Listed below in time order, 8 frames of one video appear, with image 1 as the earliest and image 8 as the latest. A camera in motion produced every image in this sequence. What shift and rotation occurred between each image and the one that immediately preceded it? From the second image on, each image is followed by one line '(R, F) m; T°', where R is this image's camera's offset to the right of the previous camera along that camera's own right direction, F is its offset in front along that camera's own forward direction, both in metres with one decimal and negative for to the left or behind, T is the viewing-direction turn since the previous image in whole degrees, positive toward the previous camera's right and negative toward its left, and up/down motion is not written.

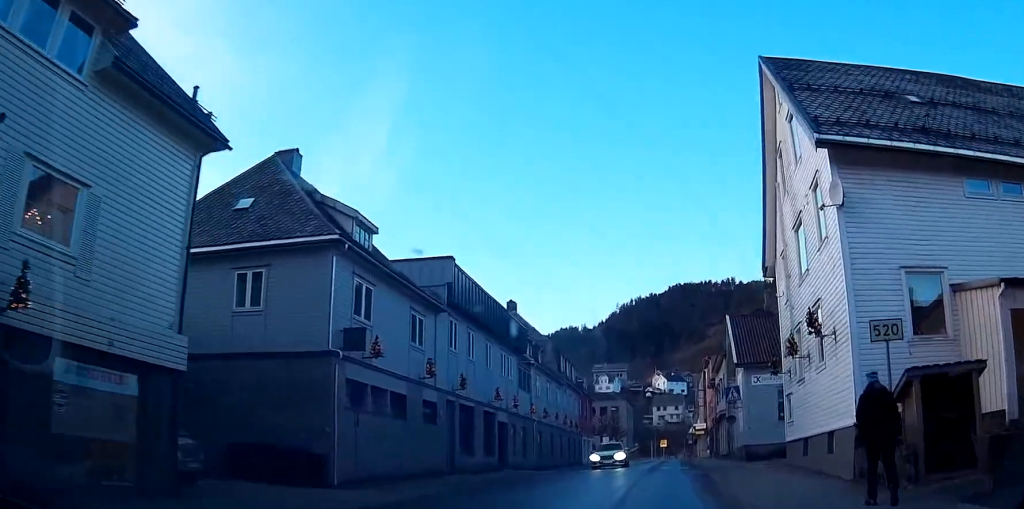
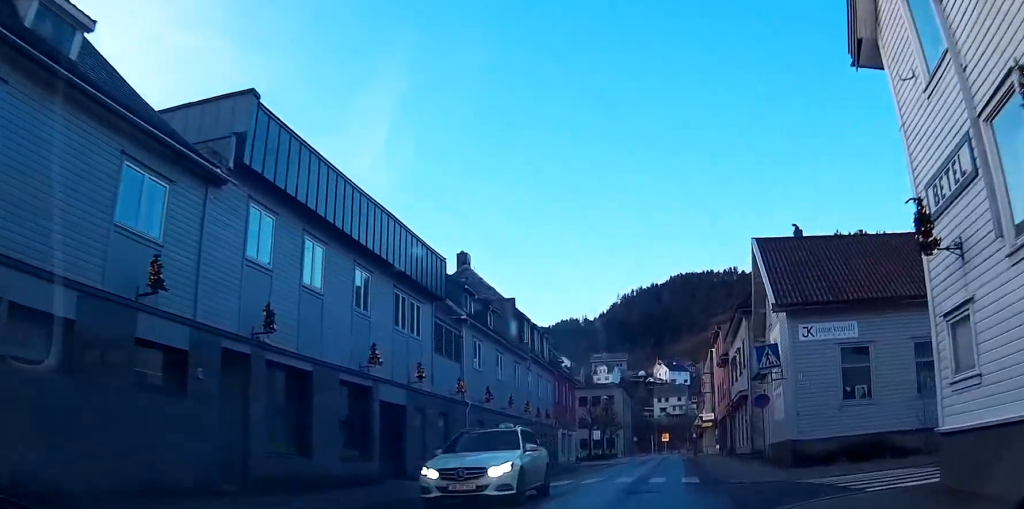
(-0.1, +16.1) m; -2°
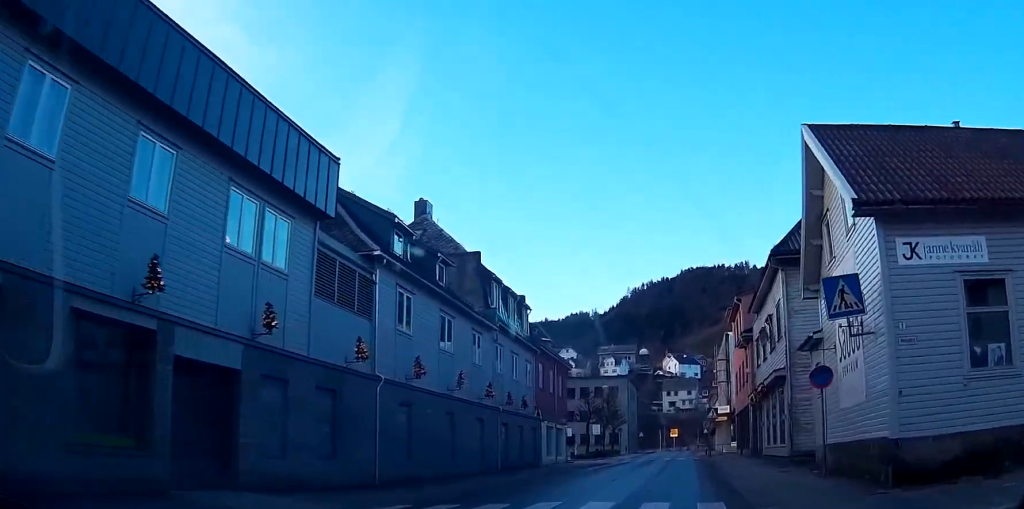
(-0.2, +11.0) m; -1°
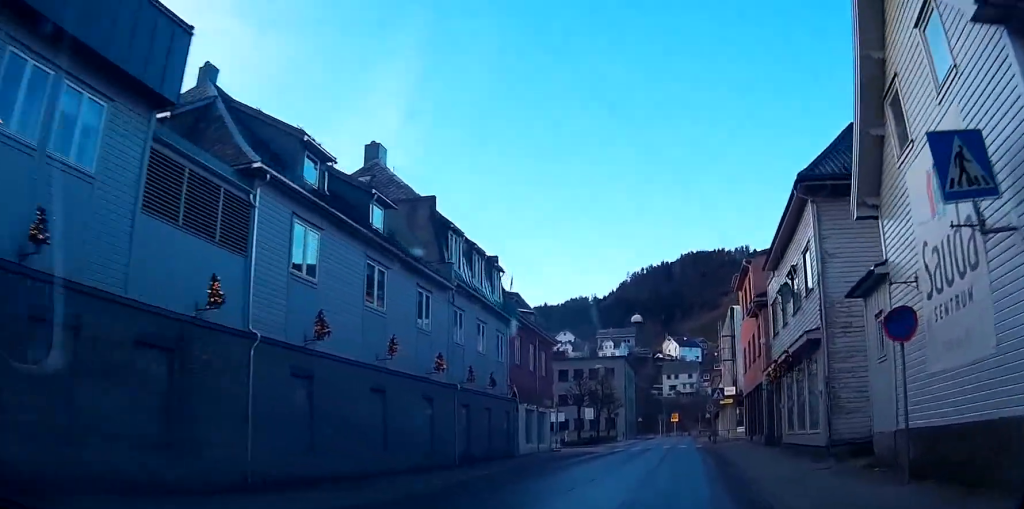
(0.0, +7.2) m; 0°
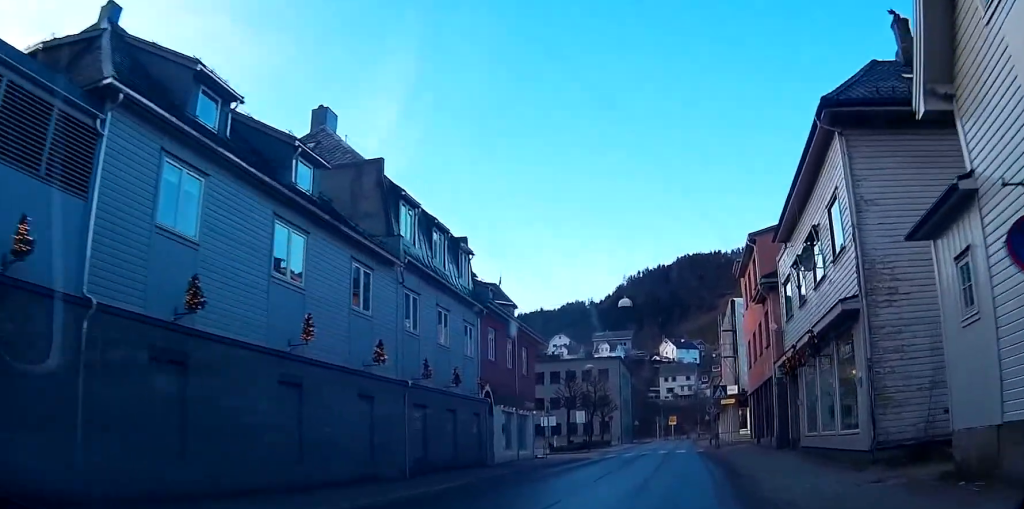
(0.0, +5.2) m; 0°
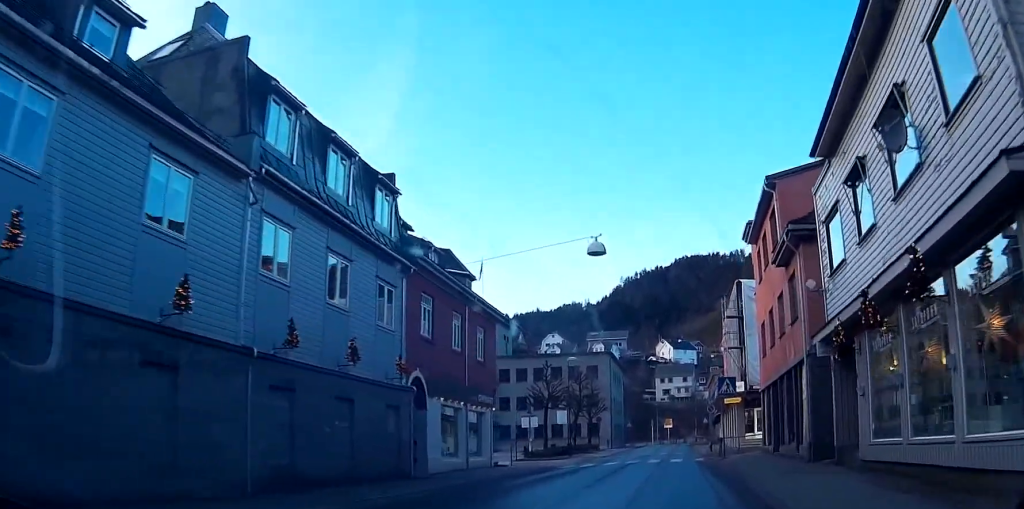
(0.0, +9.1) m; +1°
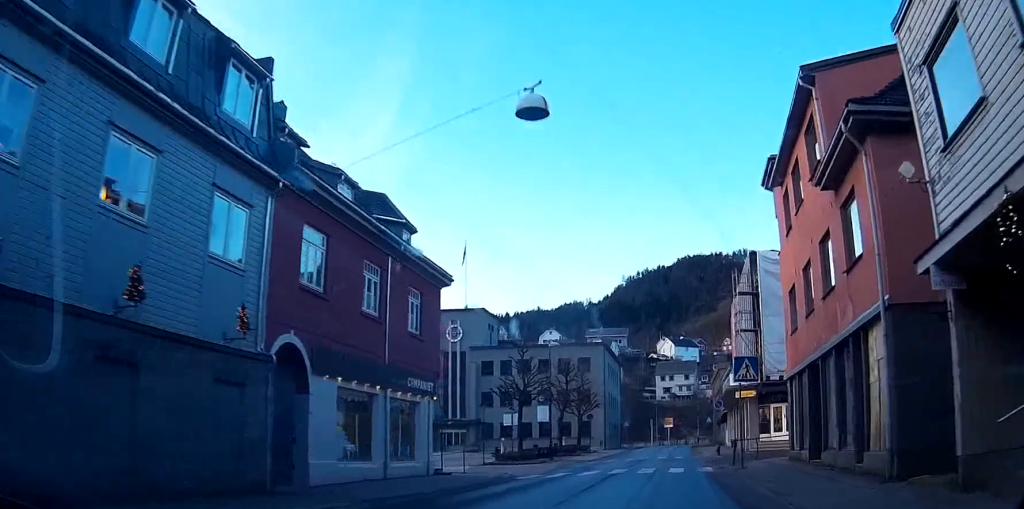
(+0.1, +9.2) m; 0°
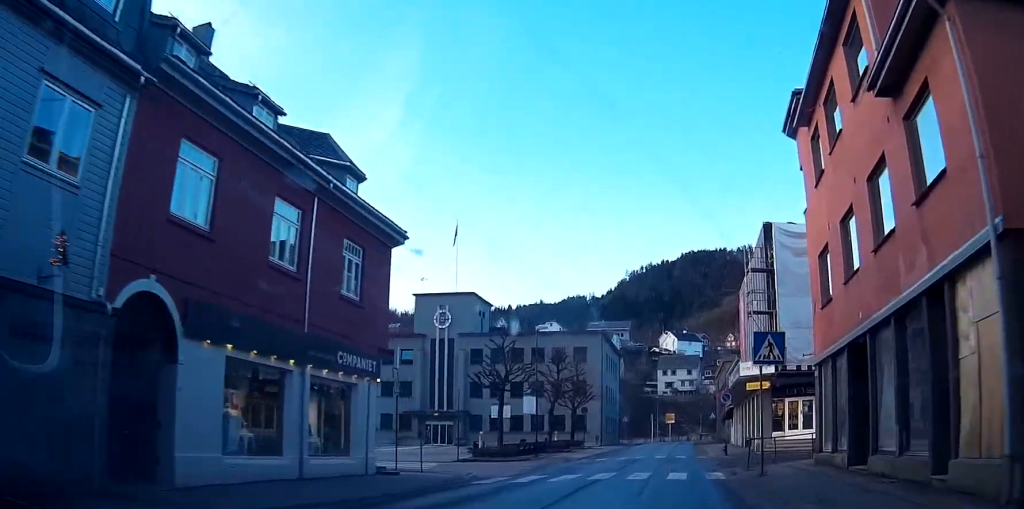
(+0.1, +5.6) m; 0°
